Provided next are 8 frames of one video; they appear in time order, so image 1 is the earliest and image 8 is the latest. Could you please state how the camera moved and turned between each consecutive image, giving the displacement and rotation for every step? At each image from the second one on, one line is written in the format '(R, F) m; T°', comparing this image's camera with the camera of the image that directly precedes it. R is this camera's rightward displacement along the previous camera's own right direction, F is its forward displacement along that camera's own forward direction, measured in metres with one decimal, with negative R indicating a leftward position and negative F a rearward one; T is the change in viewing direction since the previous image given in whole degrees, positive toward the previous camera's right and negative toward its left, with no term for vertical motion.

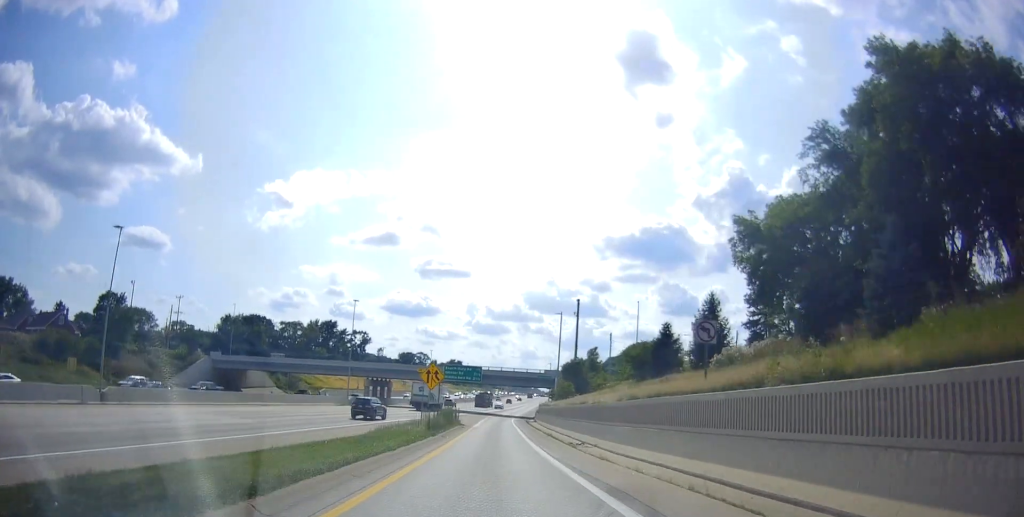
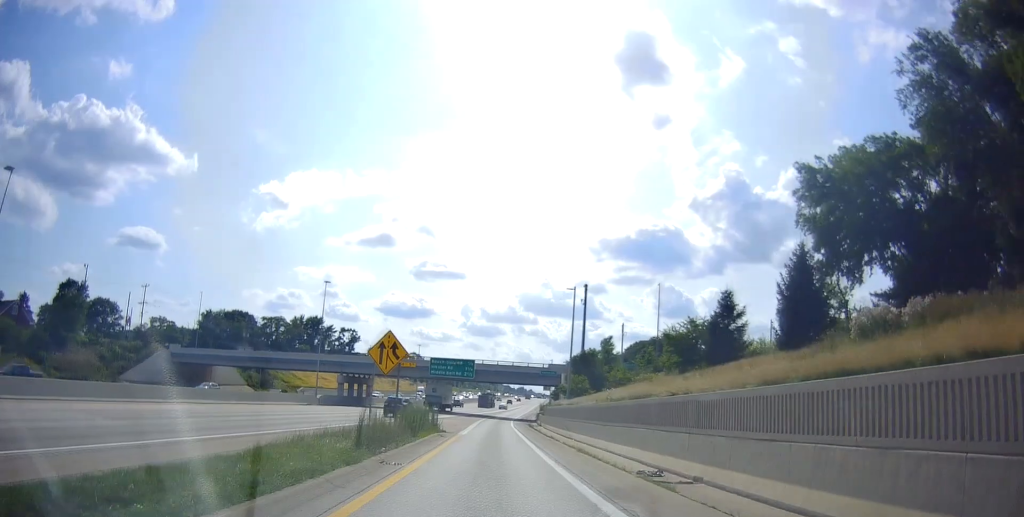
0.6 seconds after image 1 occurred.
(+0.1, +14.5) m; +1°
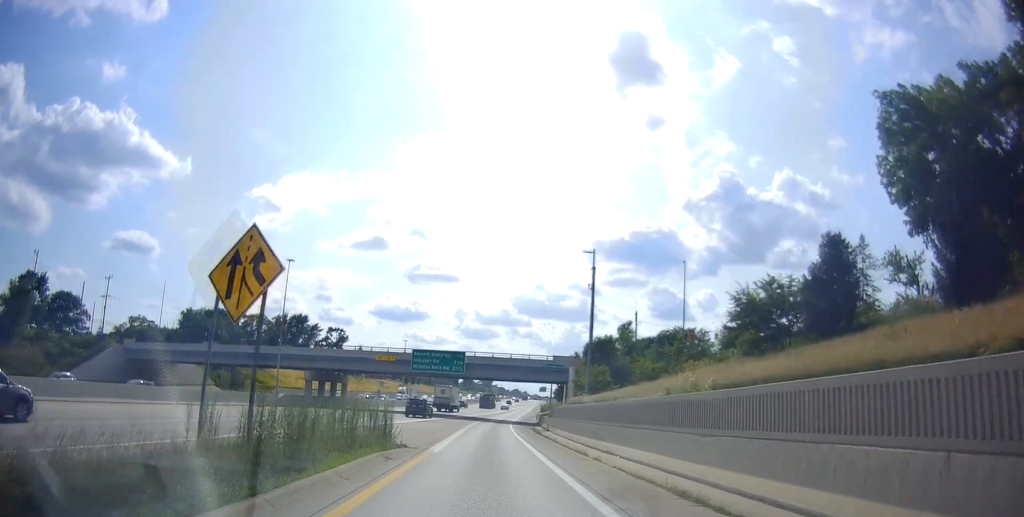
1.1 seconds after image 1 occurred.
(+0.2, +13.2) m; +1°
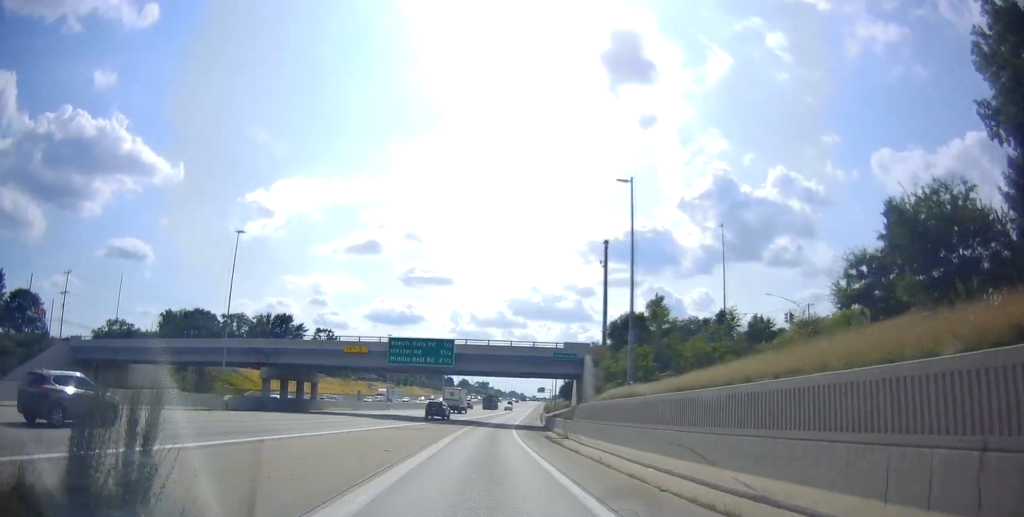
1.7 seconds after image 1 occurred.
(+0.1, +13.4) m; 0°
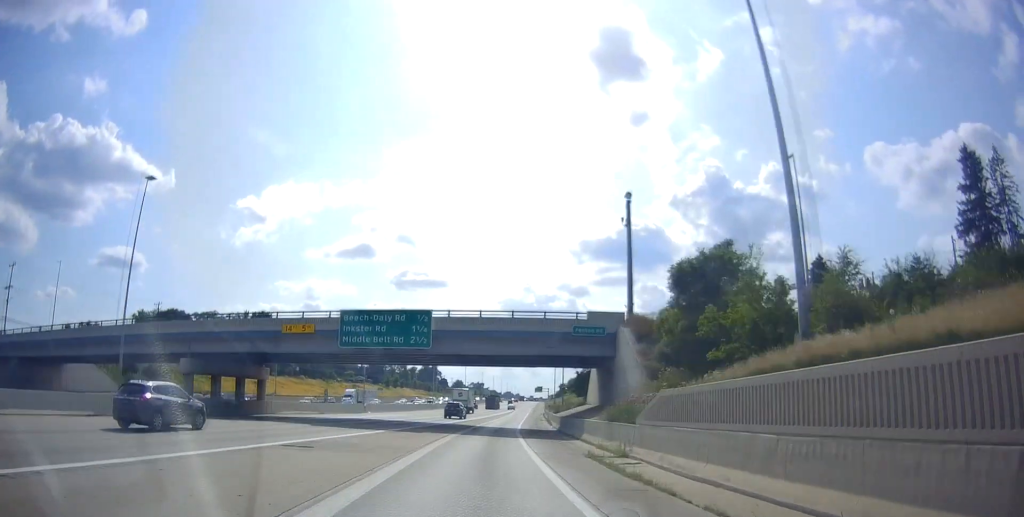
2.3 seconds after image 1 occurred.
(+0.1, +16.1) m; 0°
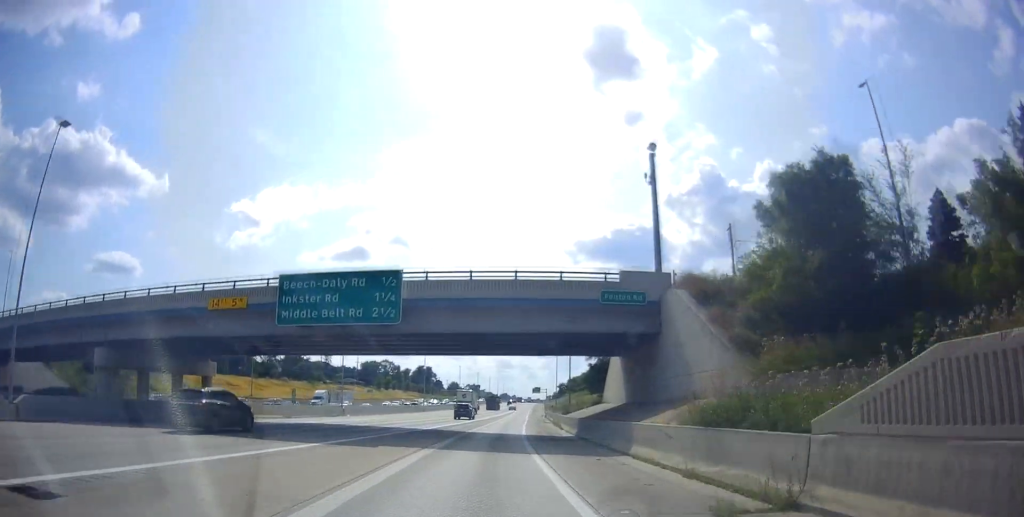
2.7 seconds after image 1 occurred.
(0.0, +11.2) m; 0°
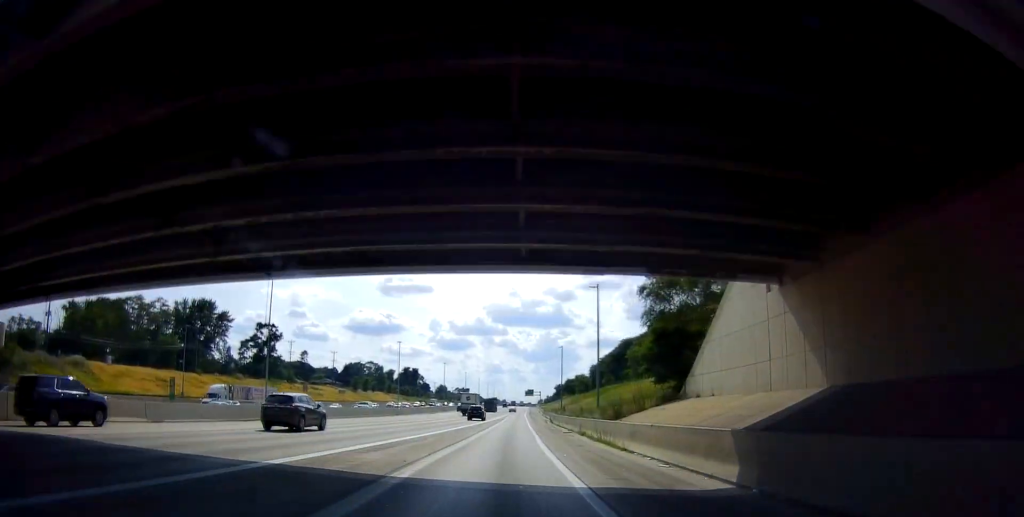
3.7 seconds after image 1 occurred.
(0.0, +24.3) m; +1°
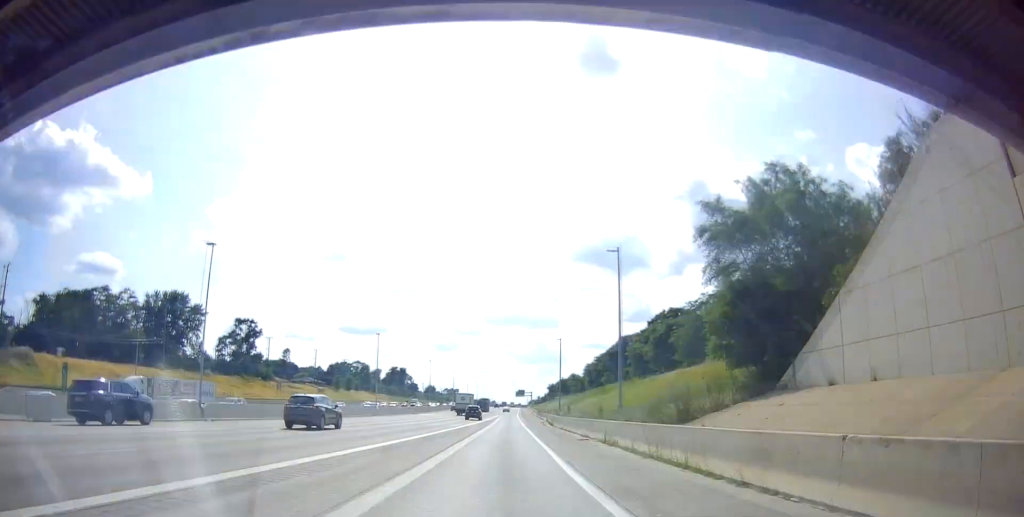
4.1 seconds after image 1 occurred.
(0.0, +11.4) m; +1°
